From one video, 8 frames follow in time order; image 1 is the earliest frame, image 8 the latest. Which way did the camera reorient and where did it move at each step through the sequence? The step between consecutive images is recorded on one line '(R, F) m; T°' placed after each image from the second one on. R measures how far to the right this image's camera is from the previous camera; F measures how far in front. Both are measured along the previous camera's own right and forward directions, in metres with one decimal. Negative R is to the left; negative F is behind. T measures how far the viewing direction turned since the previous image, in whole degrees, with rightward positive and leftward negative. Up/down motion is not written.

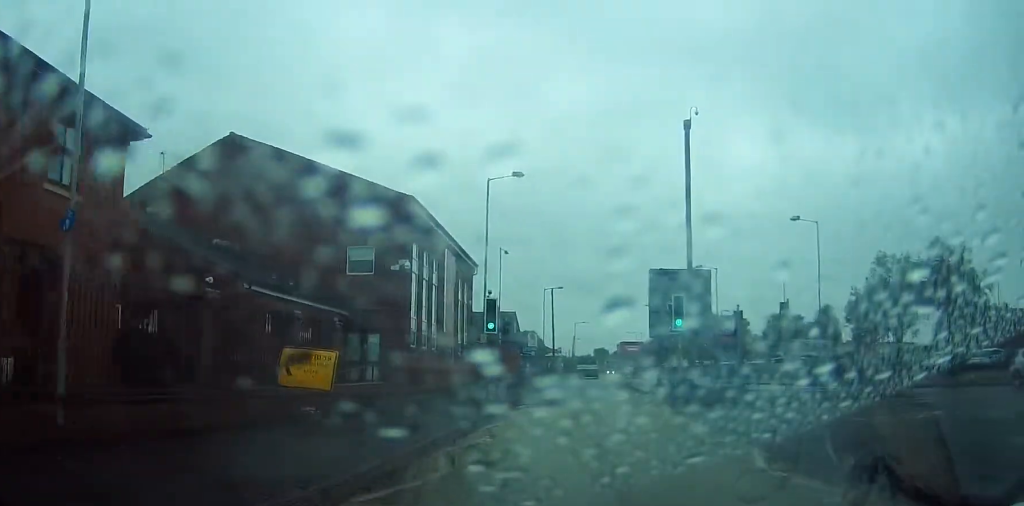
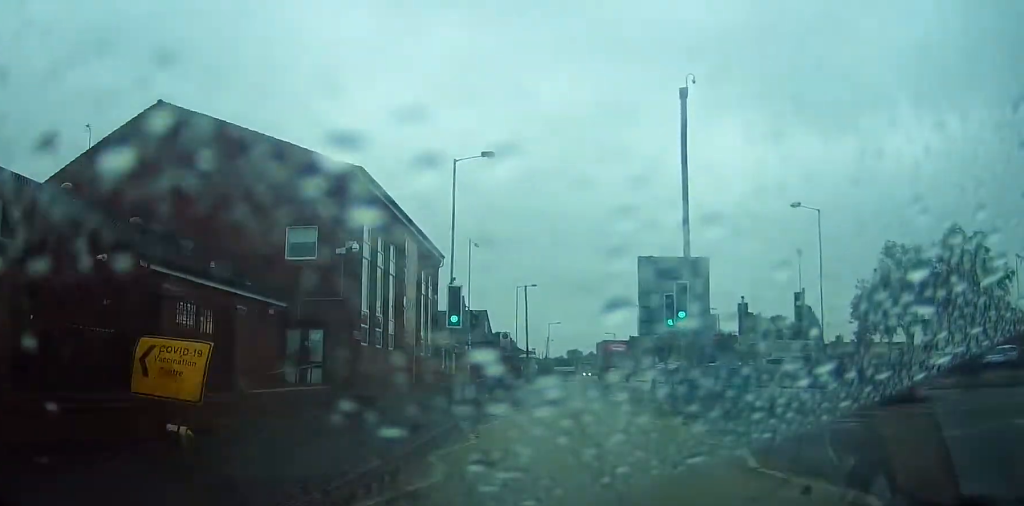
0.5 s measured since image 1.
(0.0, +4.5) m; 0°
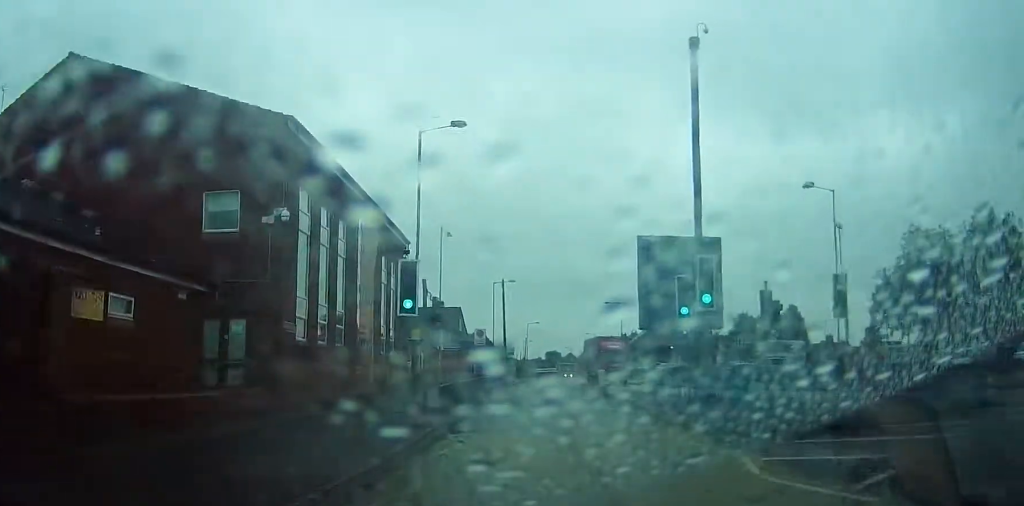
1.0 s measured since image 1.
(0.0, +5.1) m; 0°
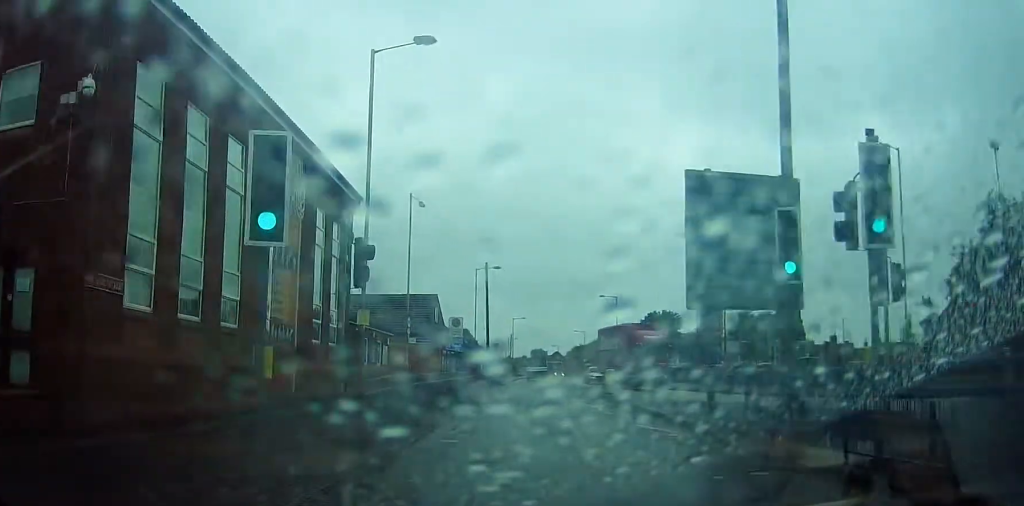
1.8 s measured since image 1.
(0.0, +8.6) m; +2°
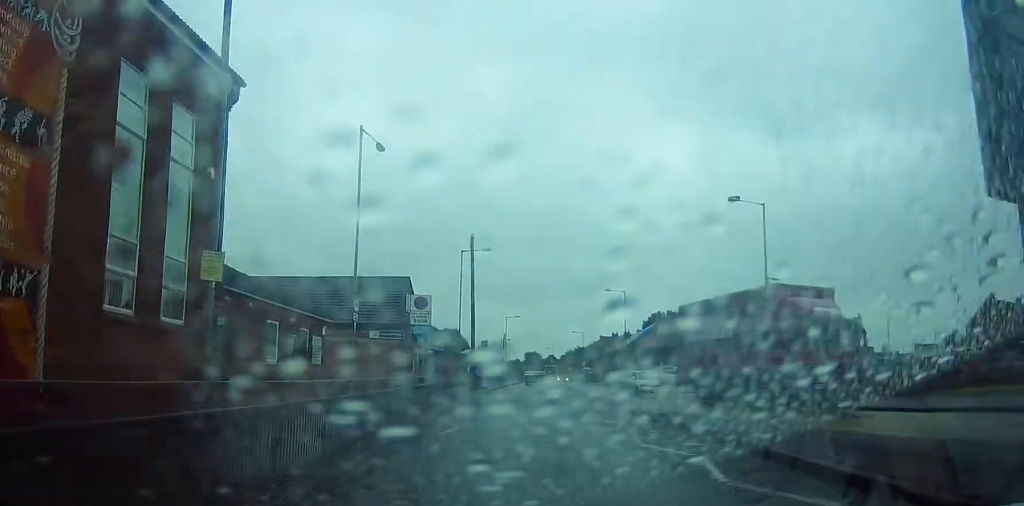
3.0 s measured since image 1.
(+0.4, +11.6) m; +3°
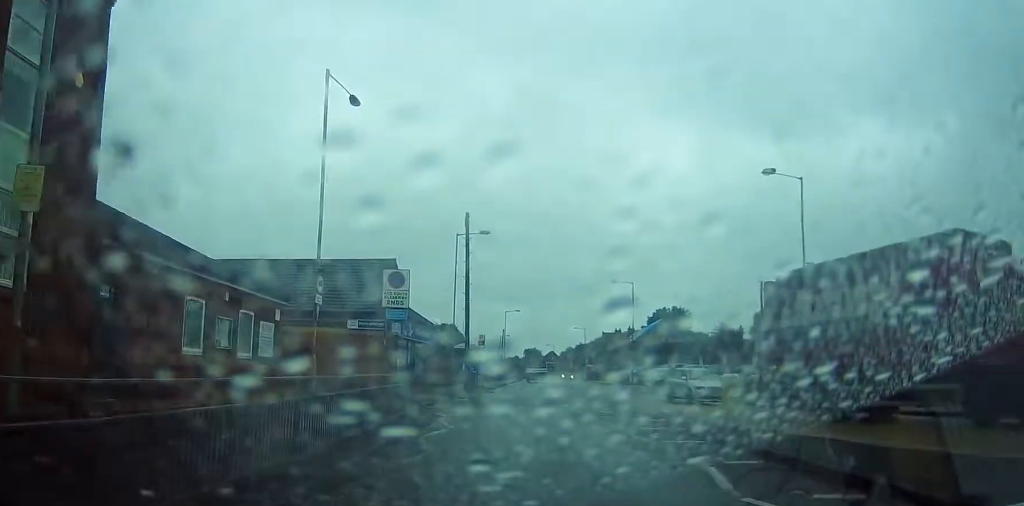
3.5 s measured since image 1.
(+0.1, +5.2) m; 0°
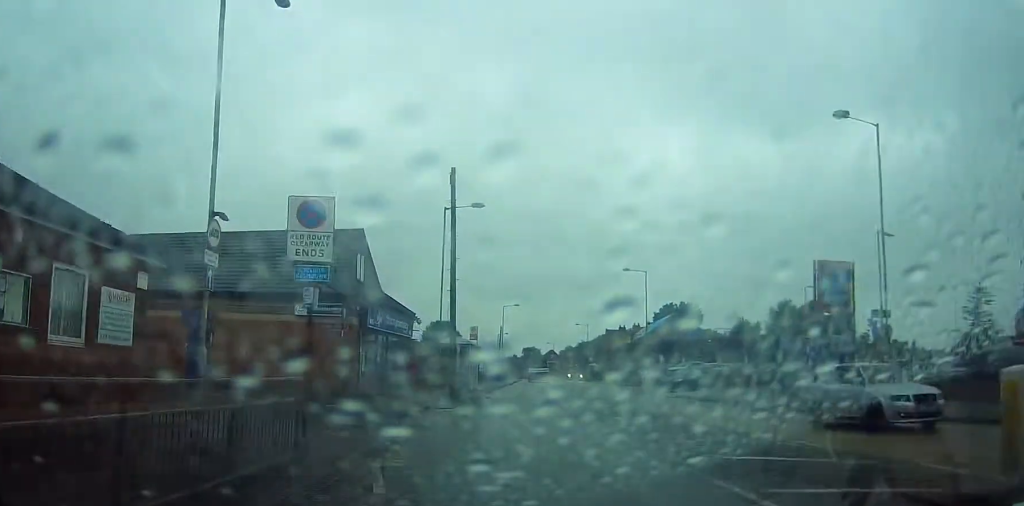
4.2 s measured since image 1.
(0.0, +7.9) m; -2°
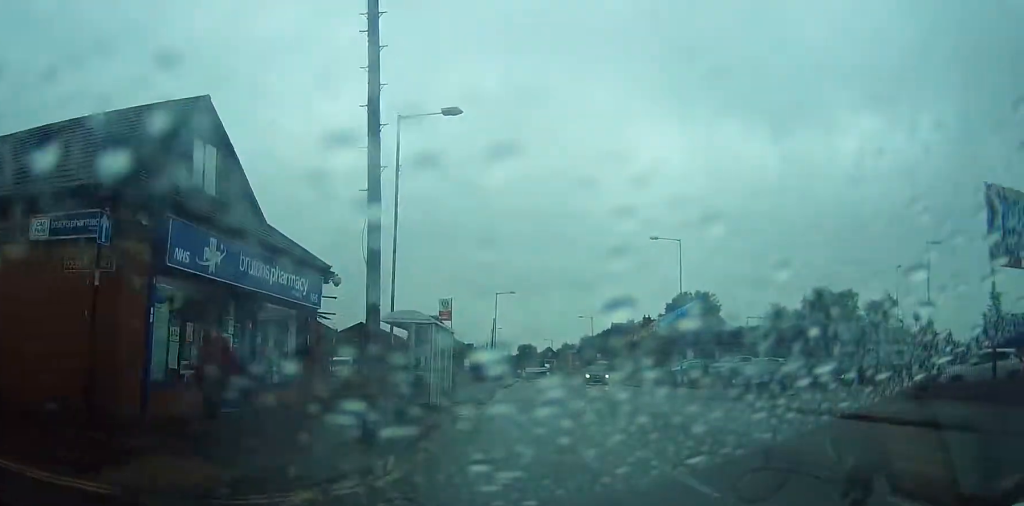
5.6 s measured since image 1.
(-0.4, +14.7) m; +1°
